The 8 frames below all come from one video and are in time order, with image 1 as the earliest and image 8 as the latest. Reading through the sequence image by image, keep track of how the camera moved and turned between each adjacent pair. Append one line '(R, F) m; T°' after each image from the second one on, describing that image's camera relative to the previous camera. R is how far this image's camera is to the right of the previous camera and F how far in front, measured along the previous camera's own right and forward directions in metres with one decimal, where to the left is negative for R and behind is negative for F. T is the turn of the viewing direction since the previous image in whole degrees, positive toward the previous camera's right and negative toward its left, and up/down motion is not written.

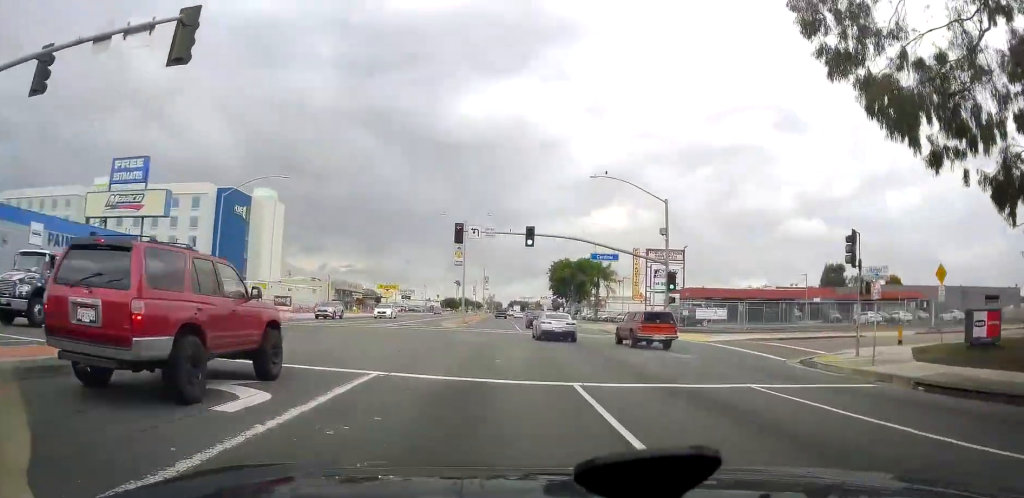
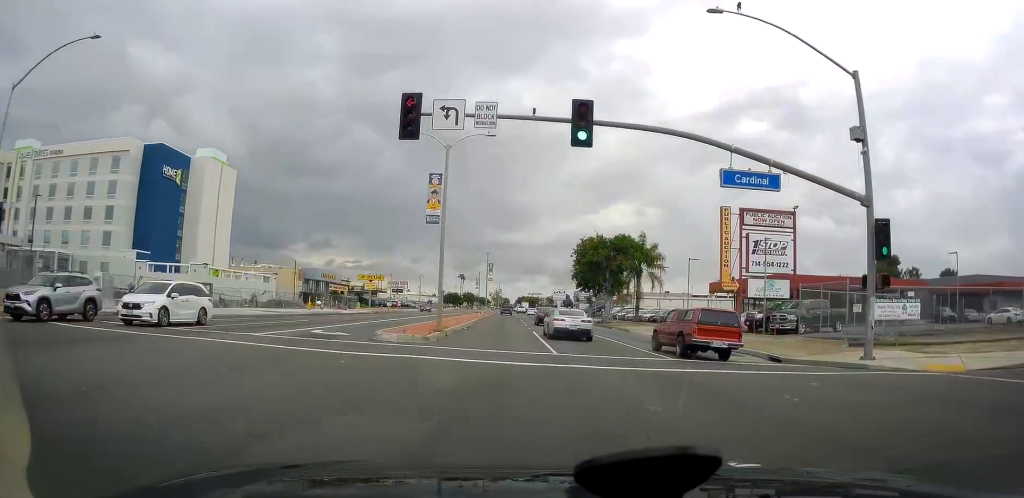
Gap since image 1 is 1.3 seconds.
(-1.7, +24.1) m; -2°
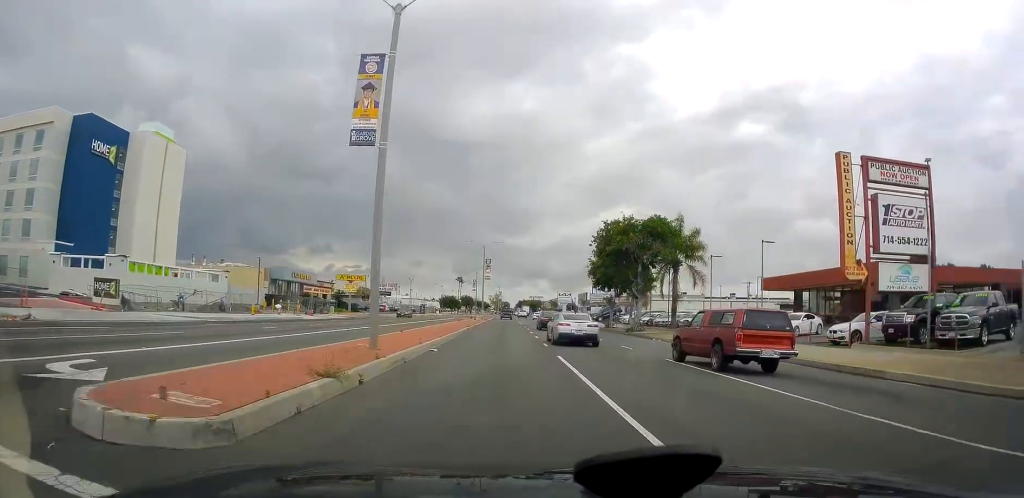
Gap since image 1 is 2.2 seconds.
(+0.5, +15.0) m; +2°
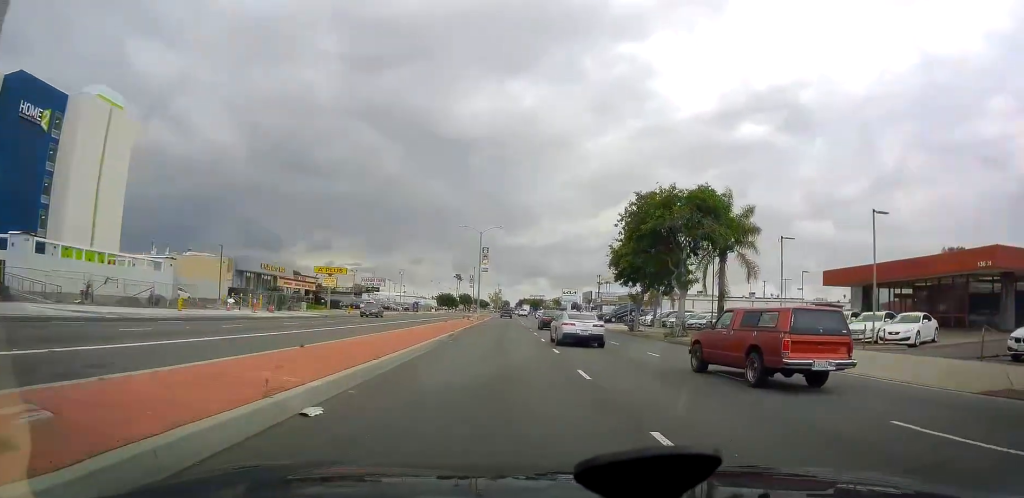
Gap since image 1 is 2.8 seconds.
(0.0, +11.9) m; 0°
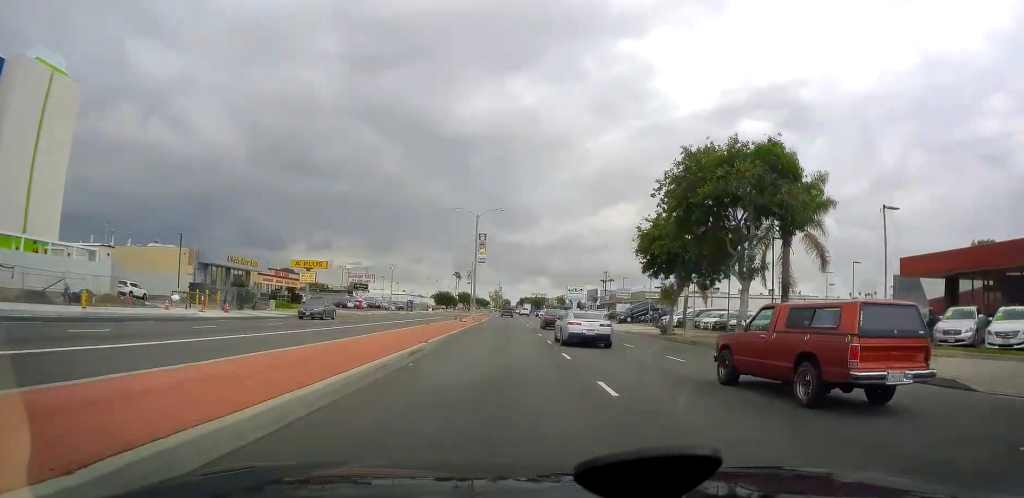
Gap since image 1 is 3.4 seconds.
(0.0, +10.0) m; 0°
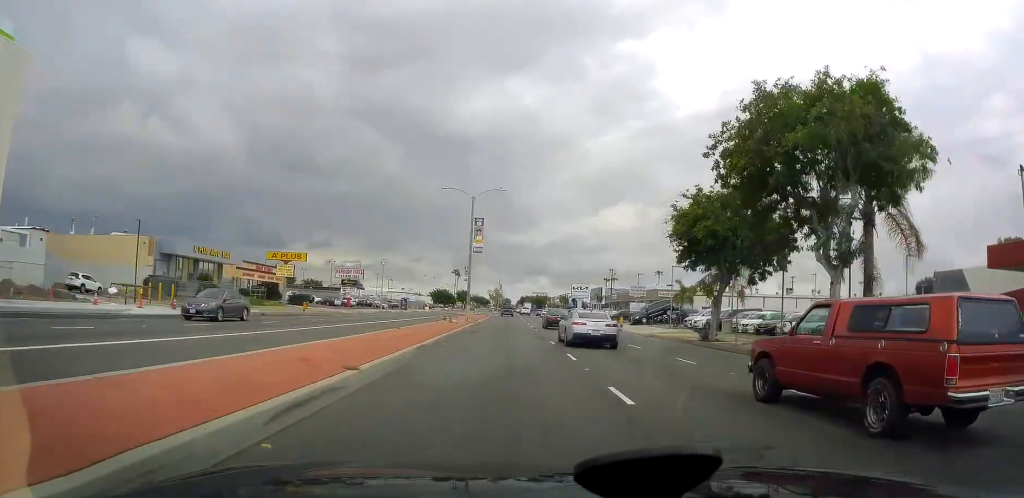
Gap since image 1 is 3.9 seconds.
(0.0, +8.2) m; 0°
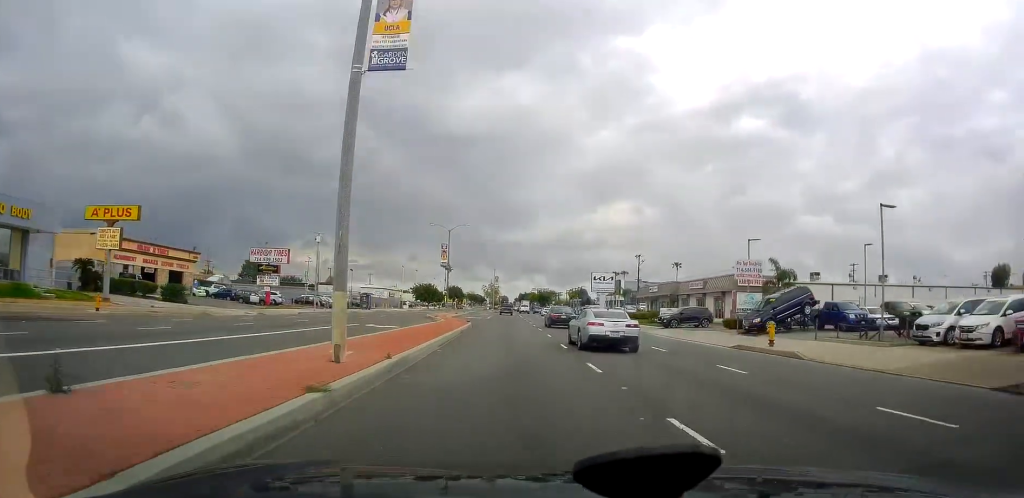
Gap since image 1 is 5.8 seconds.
(-0.7, +32.8) m; -2°
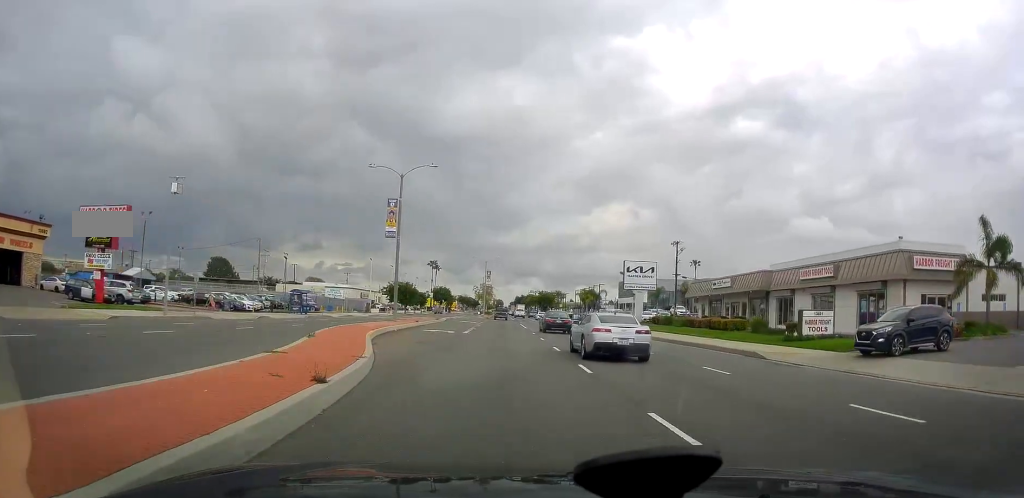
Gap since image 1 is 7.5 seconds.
(+0.5, +29.5) m; +2°
